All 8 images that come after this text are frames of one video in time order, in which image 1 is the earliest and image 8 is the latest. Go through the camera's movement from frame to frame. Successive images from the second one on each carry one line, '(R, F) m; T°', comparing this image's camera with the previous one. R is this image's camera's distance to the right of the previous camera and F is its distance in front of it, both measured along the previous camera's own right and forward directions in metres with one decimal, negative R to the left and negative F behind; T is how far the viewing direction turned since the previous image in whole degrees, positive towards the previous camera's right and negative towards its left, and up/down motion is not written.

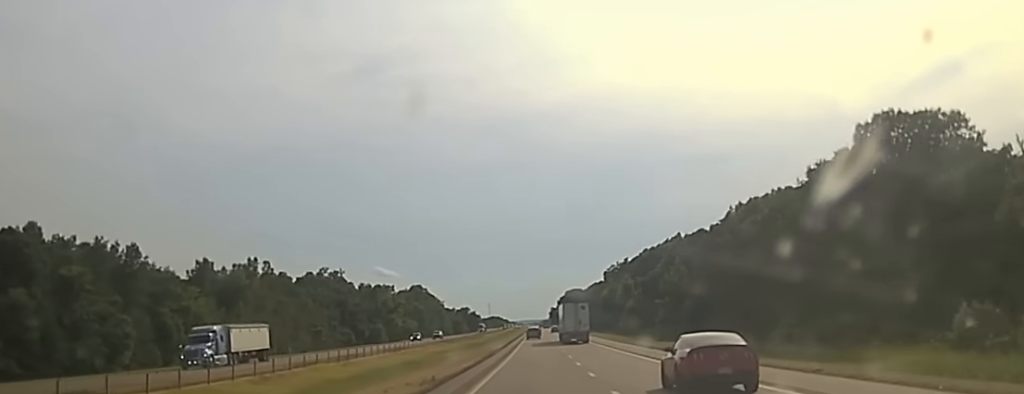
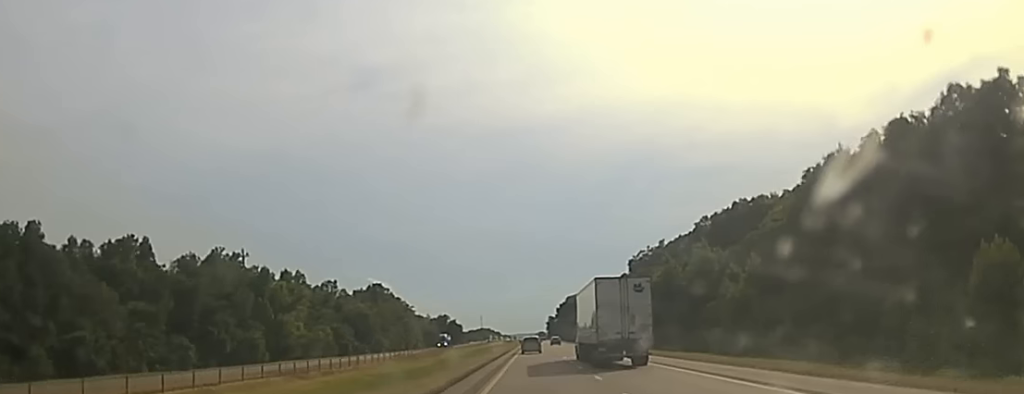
(+0.7, +110.3) m; +1°
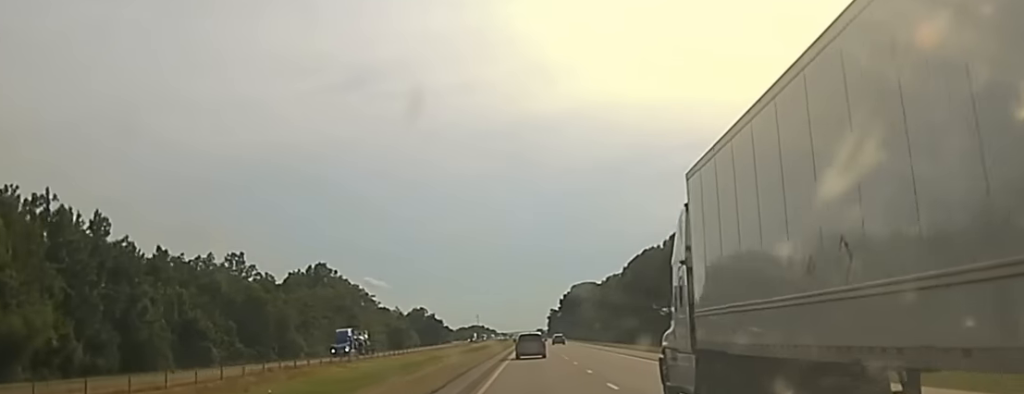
(+0.1, +100.3) m; 0°
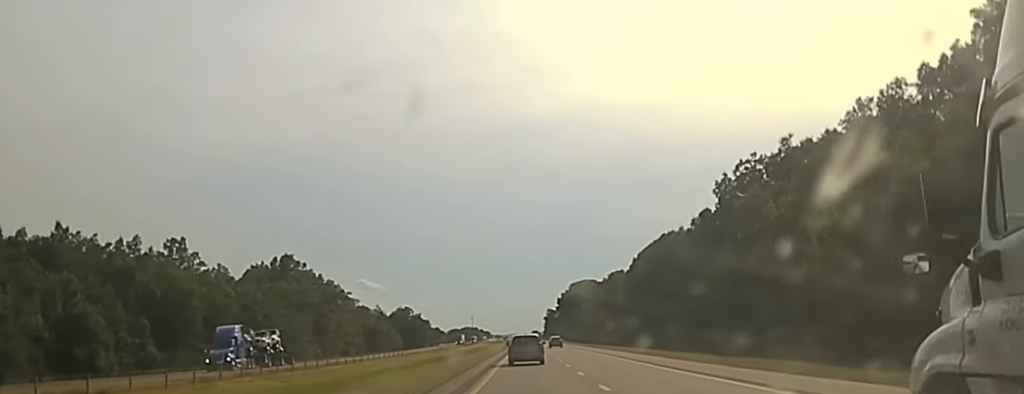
(0.0, +35.9) m; 0°
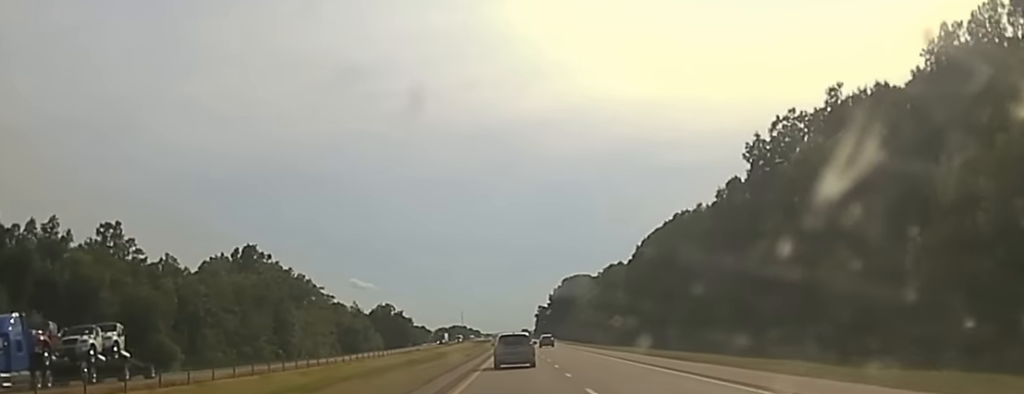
(+0.1, +24.0) m; 0°
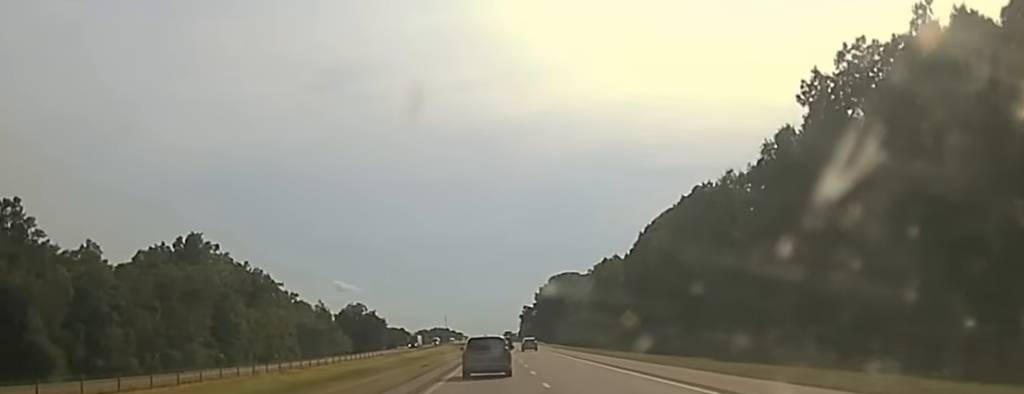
(0.0, +28.2) m; +1°
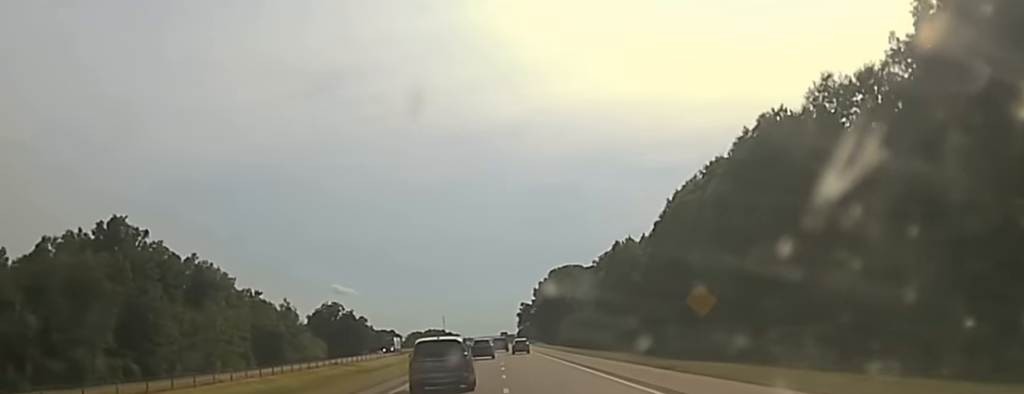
(+0.3, +32.1) m; 0°
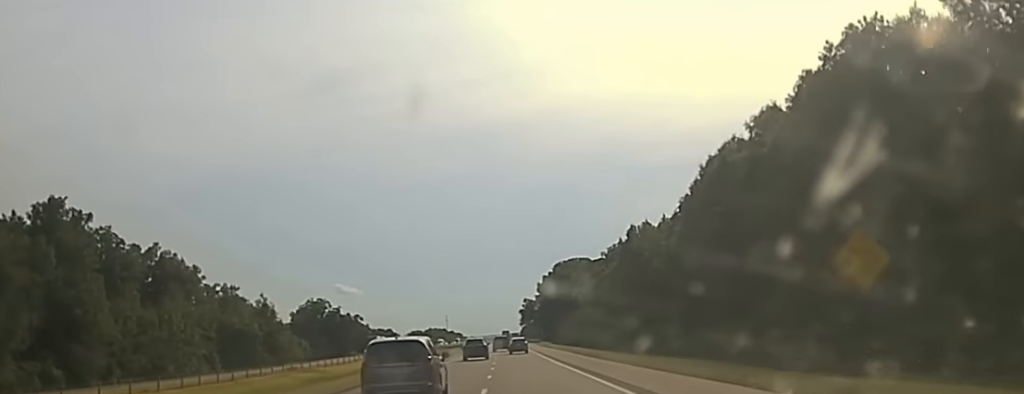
(+0.1, +22.1) m; 0°
